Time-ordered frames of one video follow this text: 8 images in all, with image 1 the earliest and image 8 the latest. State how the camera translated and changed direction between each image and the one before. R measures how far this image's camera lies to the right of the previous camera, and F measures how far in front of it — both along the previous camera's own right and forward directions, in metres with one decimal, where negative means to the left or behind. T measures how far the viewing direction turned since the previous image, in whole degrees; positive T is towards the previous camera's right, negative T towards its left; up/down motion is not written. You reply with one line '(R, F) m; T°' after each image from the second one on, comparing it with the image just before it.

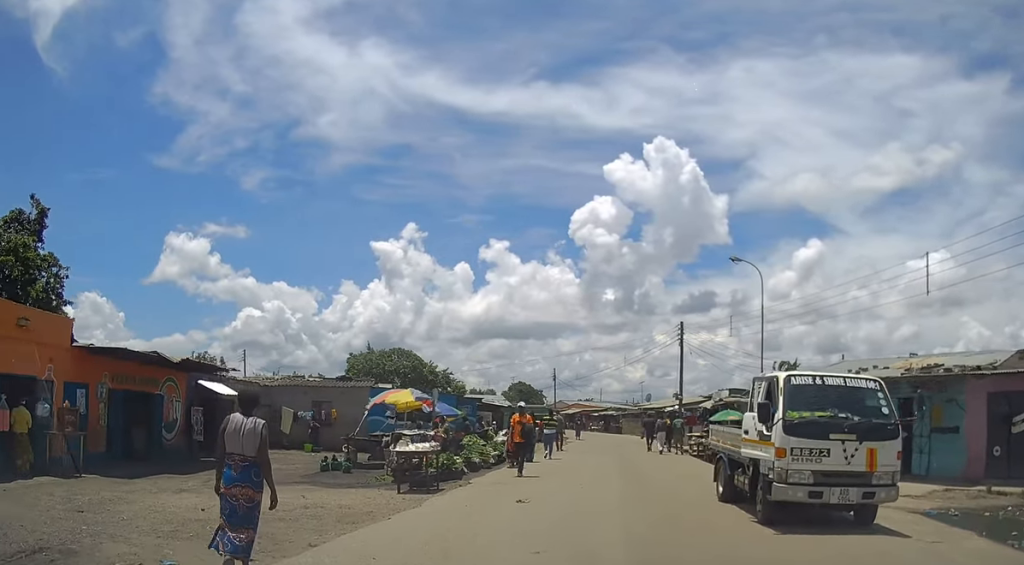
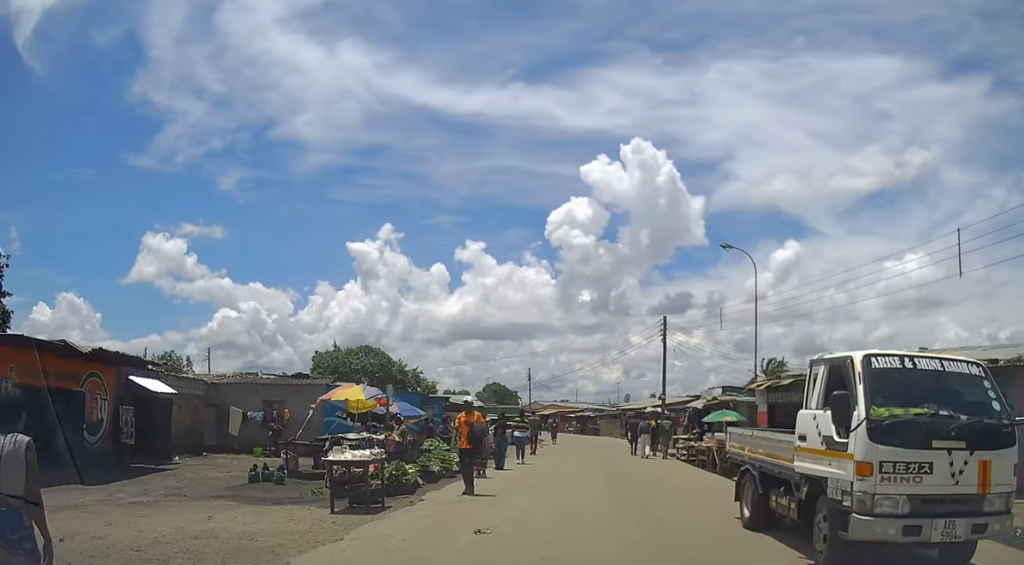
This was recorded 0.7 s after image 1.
(+0.2, +2.8) m; +2°
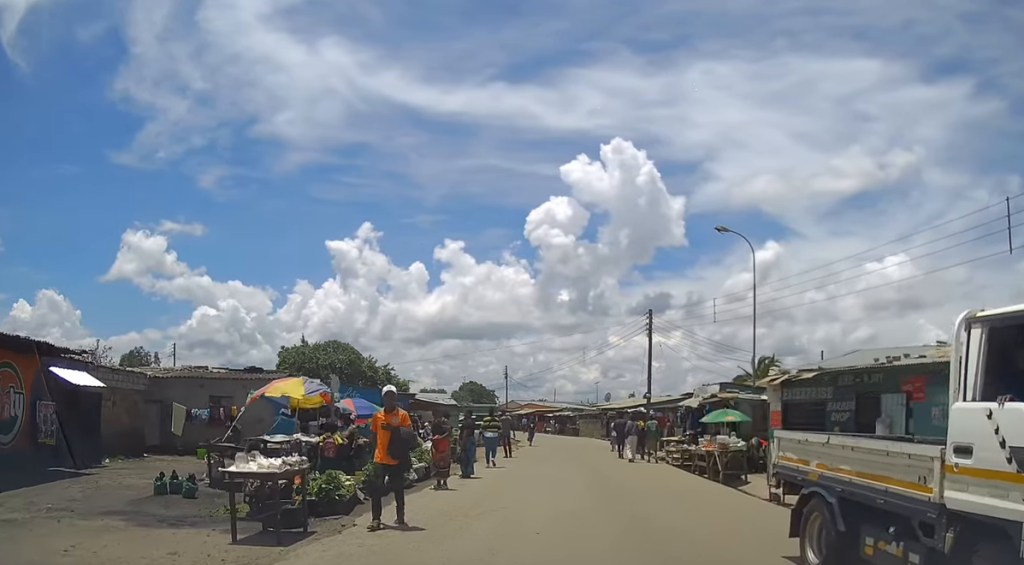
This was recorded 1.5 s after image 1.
(0.0, +3.0) m; +1°
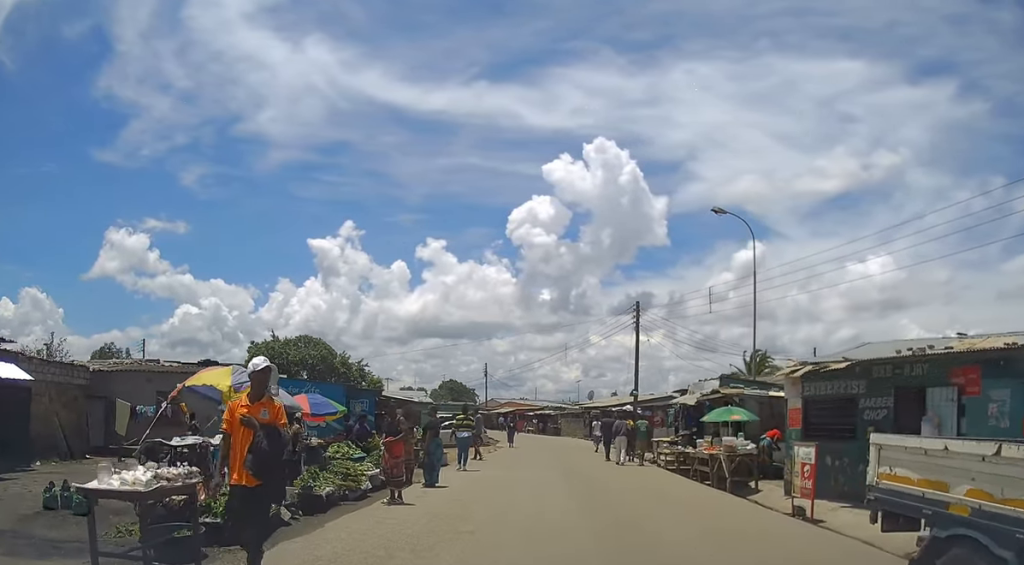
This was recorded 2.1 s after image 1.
(0.0, +2.6) m; +1°
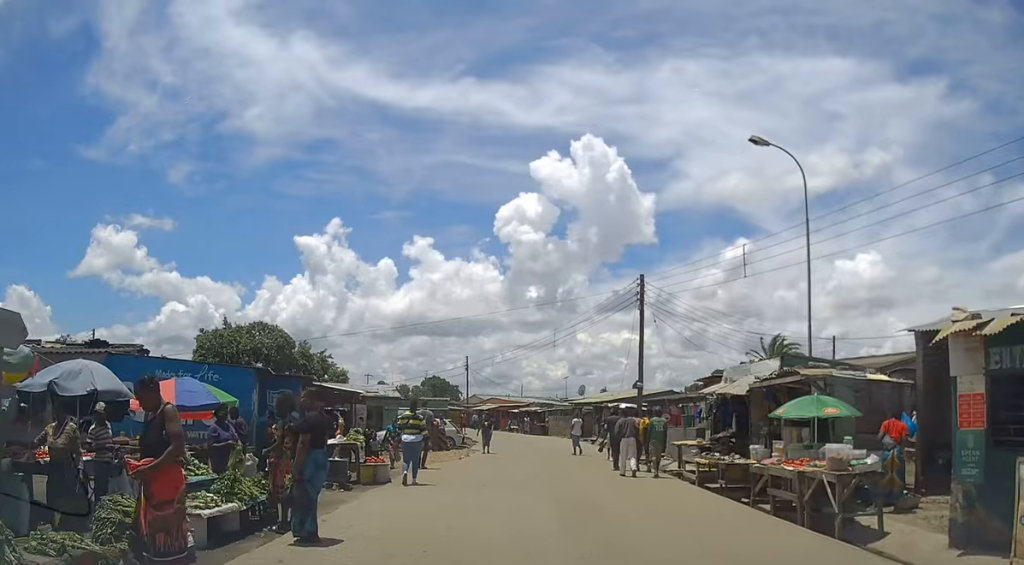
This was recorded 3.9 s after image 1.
(+0.1, +6.6) m; +1°
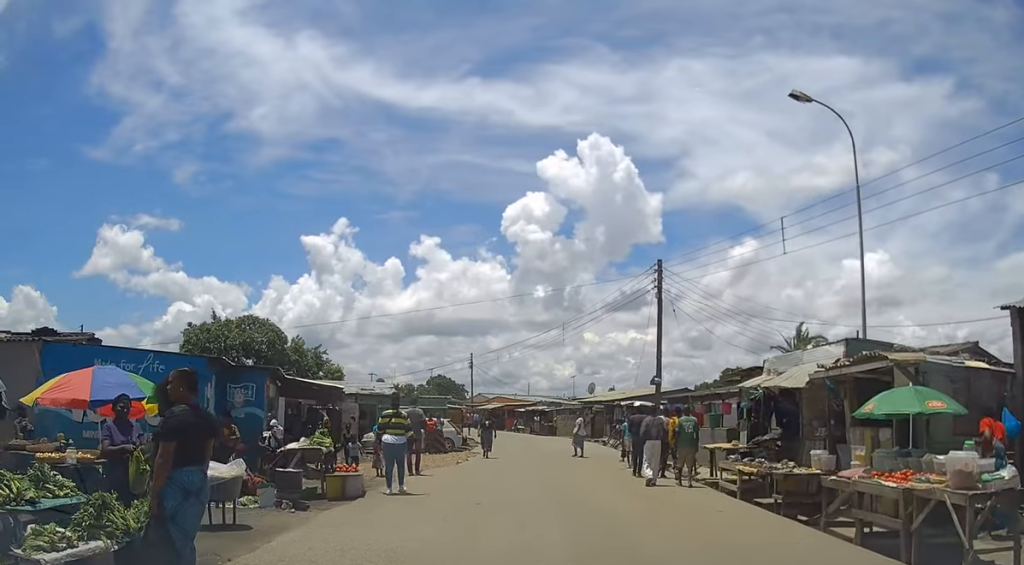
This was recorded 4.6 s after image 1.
(0.0, +2.9) m; 0°
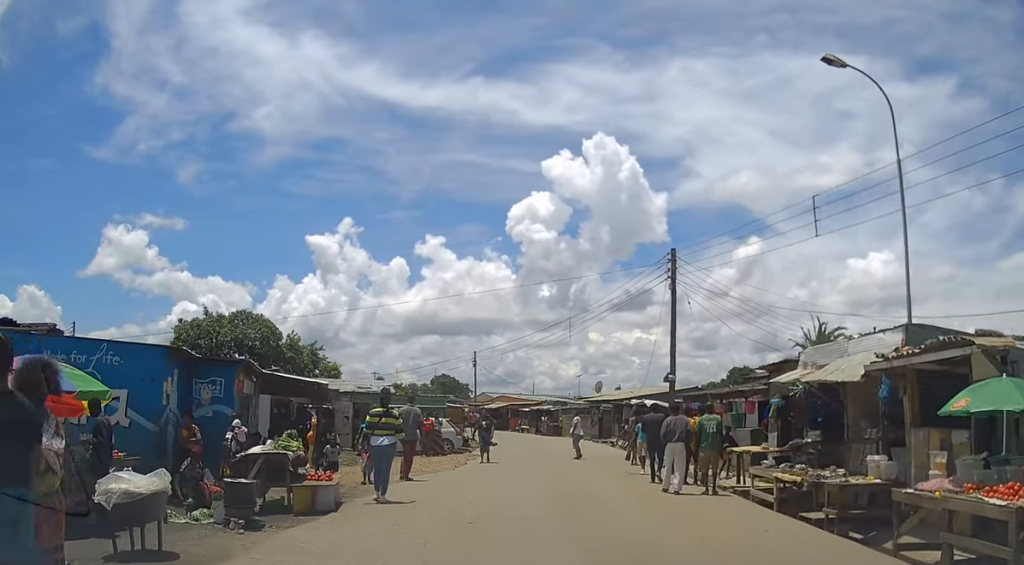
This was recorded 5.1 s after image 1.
(0.0, +1.9) m; 0°
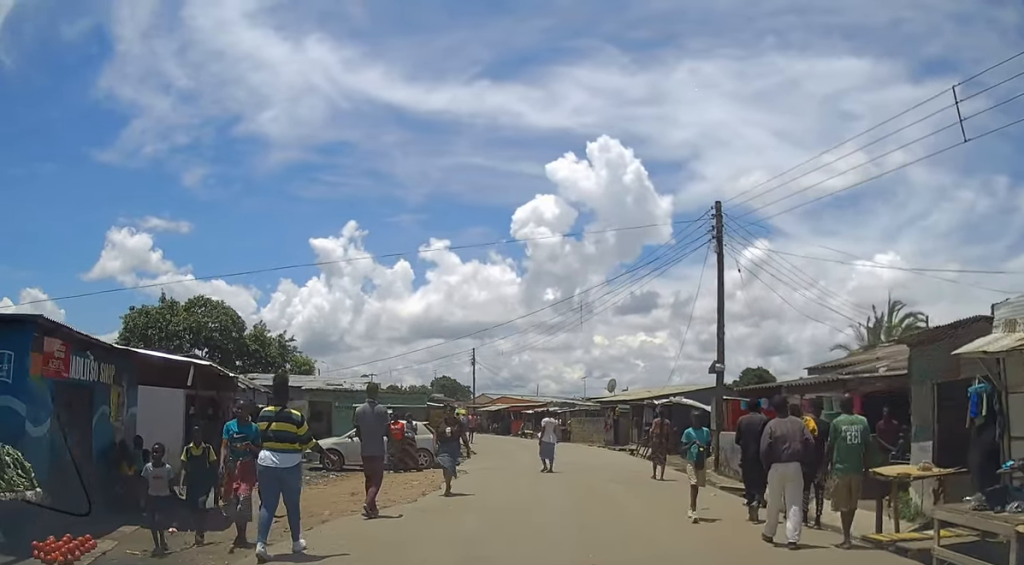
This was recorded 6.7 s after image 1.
(-0.1, +6.5) m; -2°
